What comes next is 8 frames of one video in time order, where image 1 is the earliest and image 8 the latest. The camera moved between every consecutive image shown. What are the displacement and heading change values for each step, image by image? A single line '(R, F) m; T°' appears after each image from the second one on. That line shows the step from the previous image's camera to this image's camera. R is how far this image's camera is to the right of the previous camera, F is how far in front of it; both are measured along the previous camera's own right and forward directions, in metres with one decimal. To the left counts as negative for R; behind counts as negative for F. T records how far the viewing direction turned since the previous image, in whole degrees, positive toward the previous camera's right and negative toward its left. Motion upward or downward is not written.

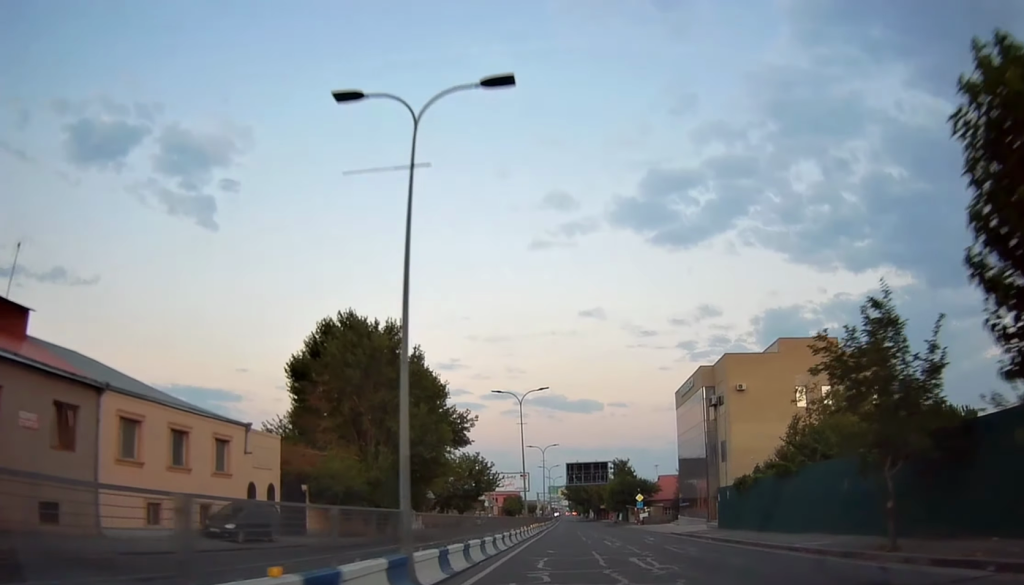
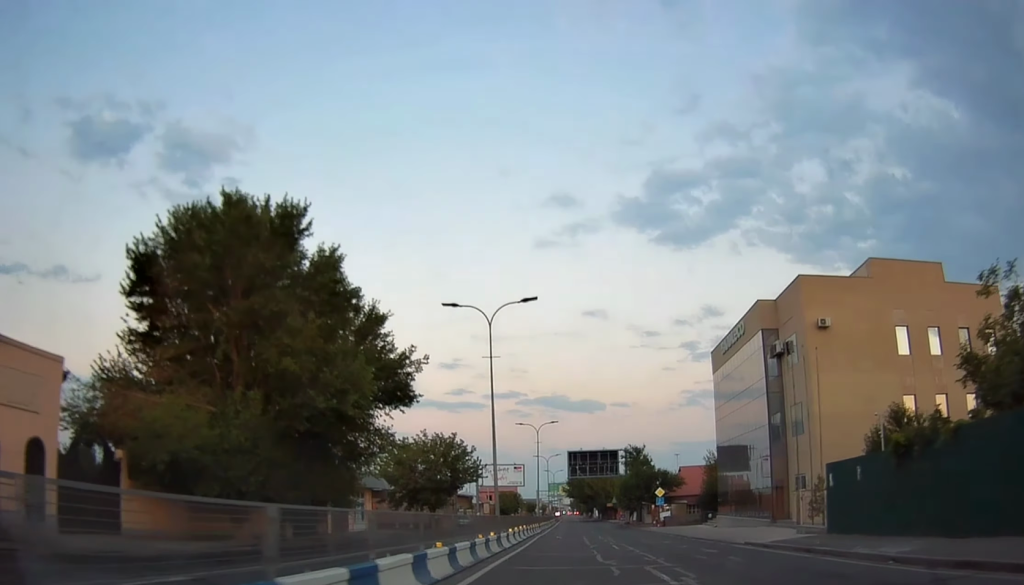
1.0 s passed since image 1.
(0.0, +17.5) m; +1°
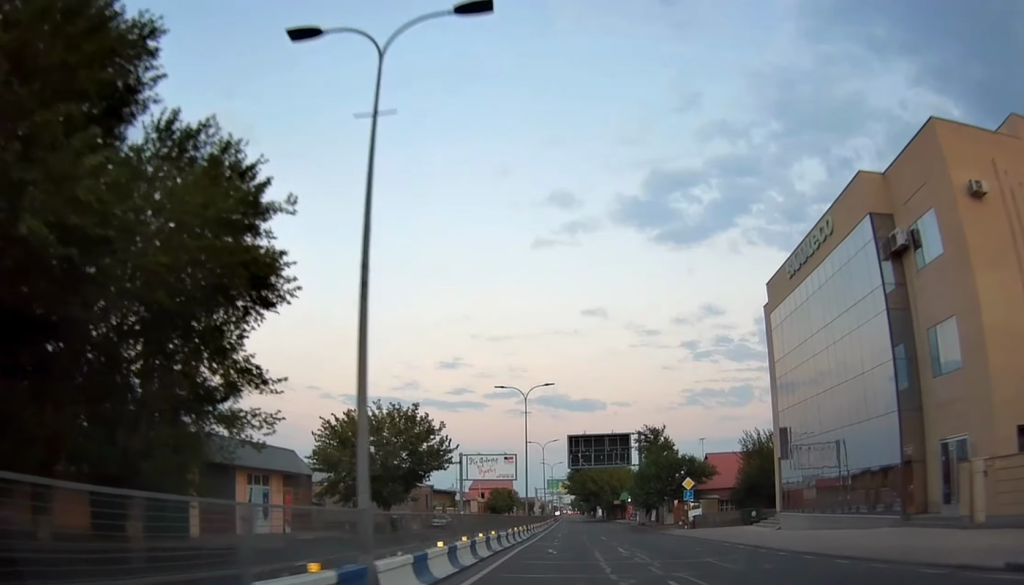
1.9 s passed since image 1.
(+0.1, +16.0) m; +1°
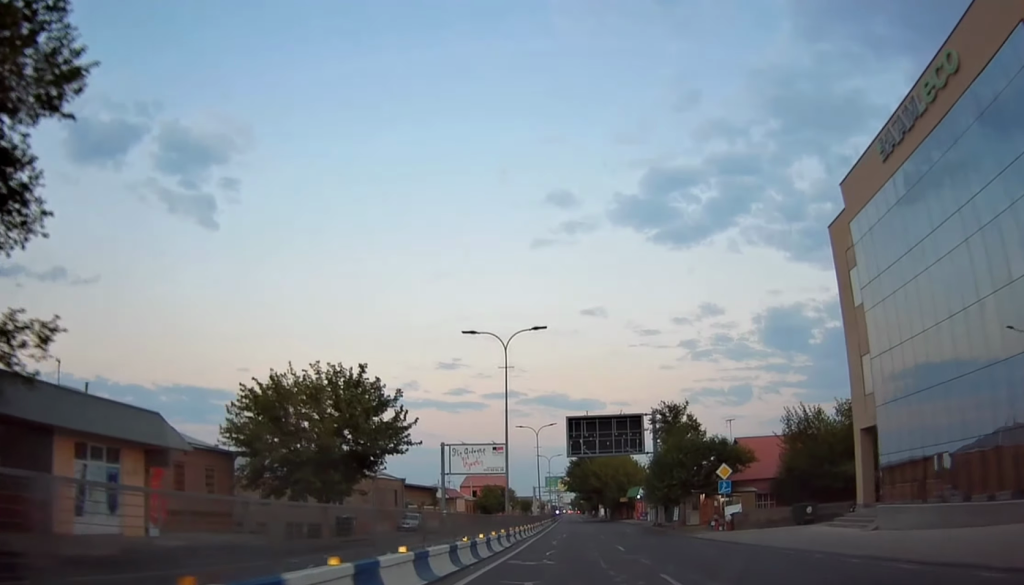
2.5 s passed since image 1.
(+0.4, +12.3) m; -1°
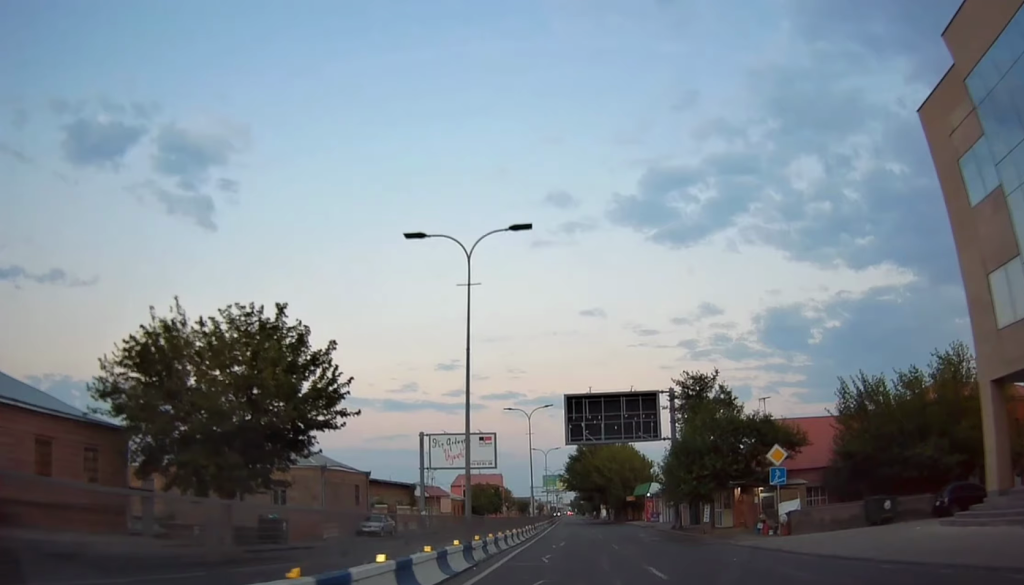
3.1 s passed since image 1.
(-0.5, +10.4) m; -1°
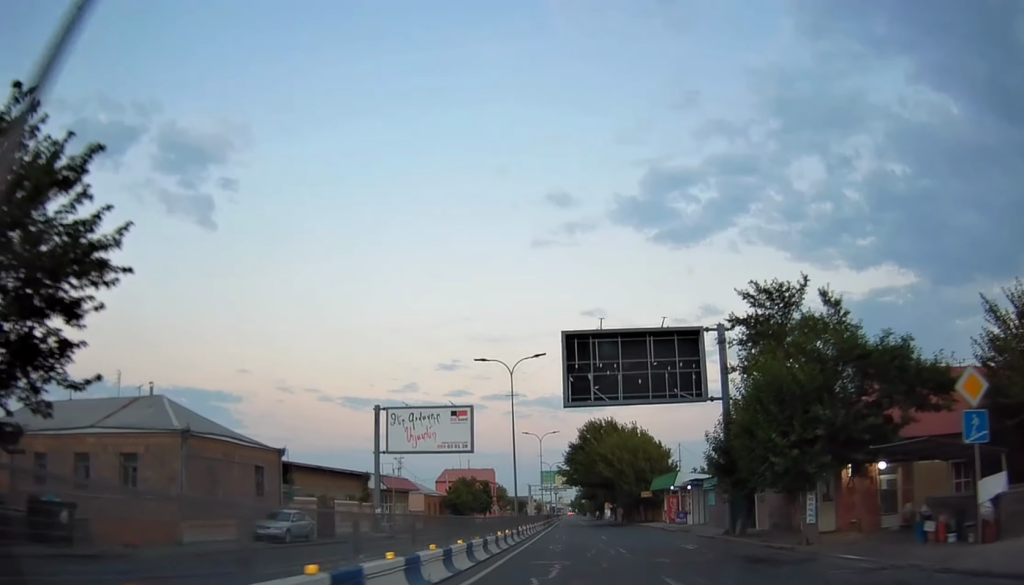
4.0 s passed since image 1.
(-0.3, +15.4) m; 0°
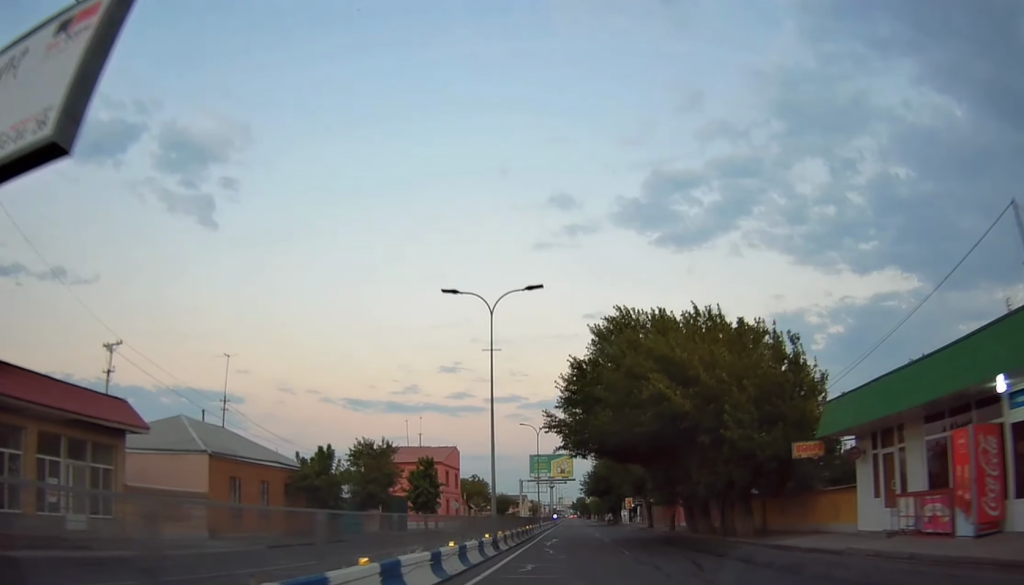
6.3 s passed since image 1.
(+1.6, +41.5) m; +3°
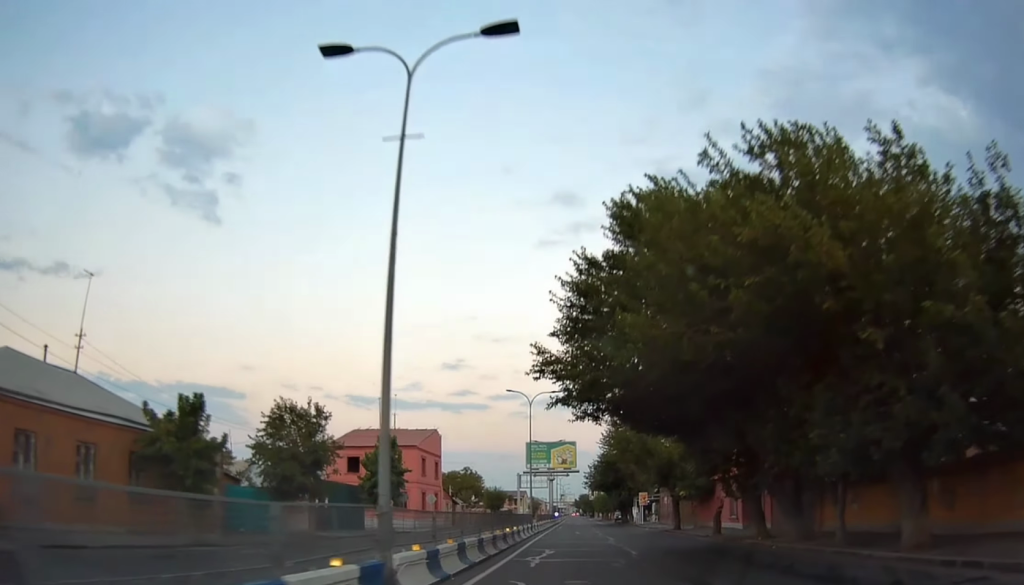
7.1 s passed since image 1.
(-0.2, +13.6) m; -2°
